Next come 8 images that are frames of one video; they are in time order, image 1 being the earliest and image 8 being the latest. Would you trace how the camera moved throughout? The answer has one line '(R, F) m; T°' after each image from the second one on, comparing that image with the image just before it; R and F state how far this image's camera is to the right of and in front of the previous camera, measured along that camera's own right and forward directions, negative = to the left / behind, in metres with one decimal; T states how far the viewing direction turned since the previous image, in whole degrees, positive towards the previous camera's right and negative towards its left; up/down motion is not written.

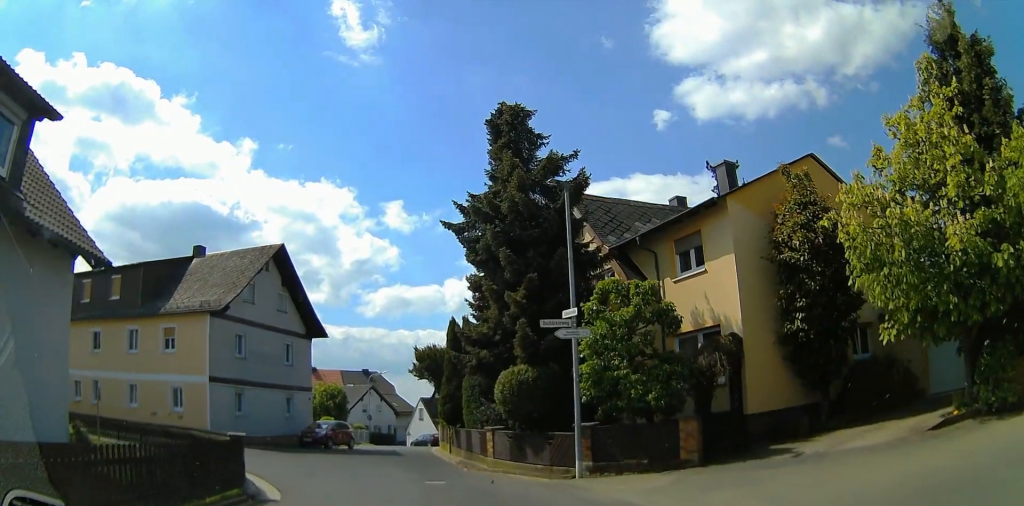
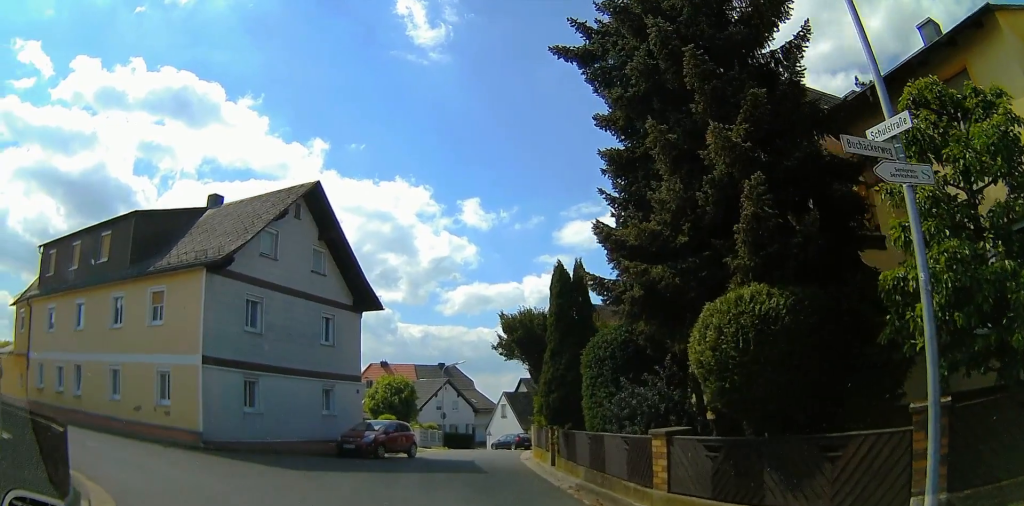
(-0.9, +7.6) m; -14°
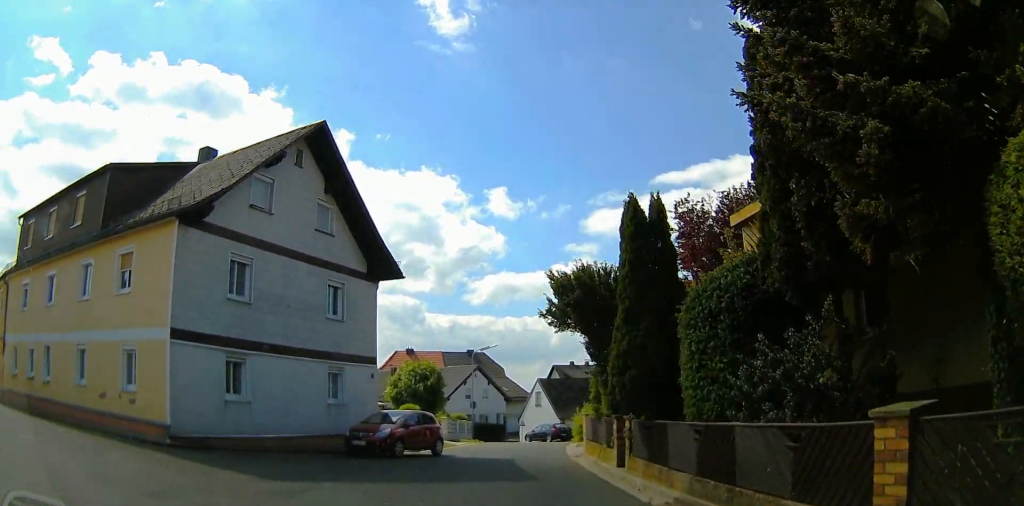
(-0.1, +3.7) m; -2°
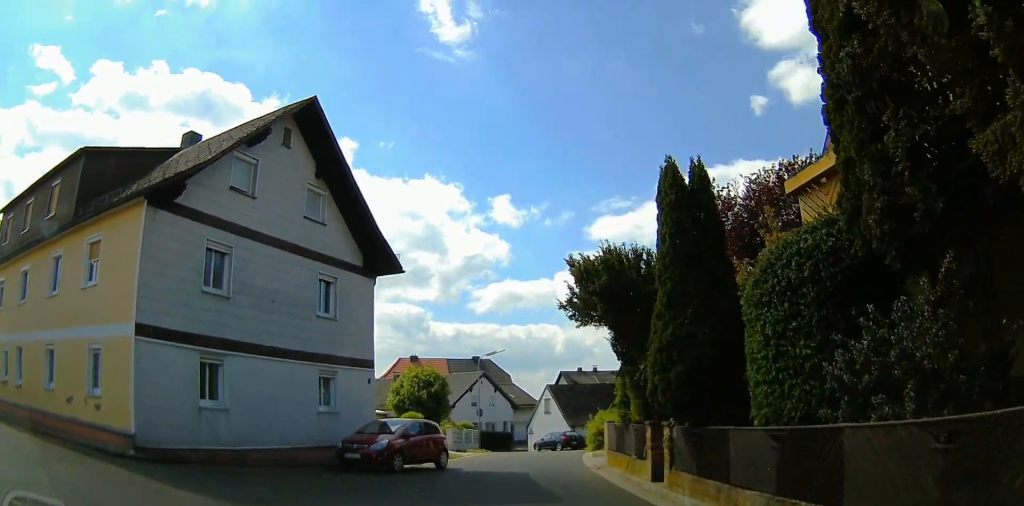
(0.0, +1.9) m; 0°
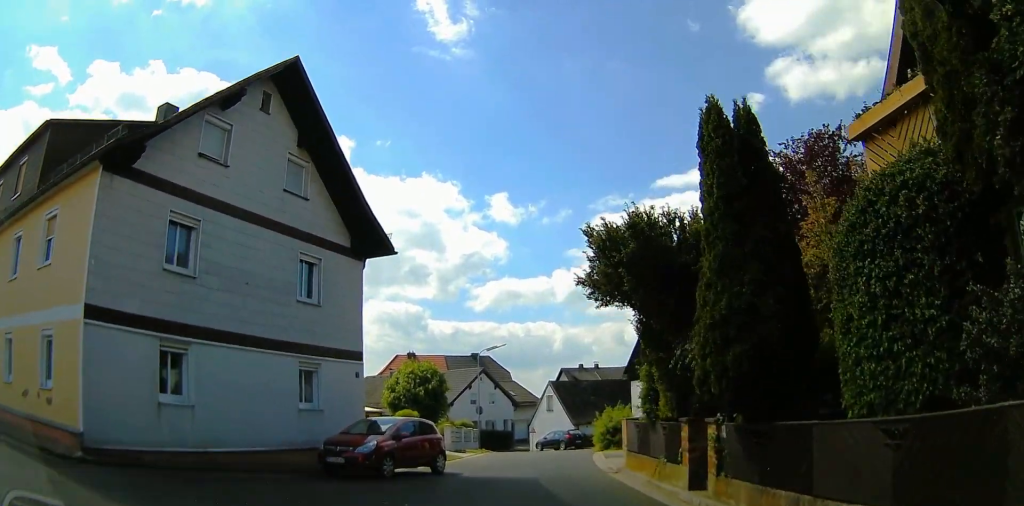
(0.0, +2.0) m; +2°
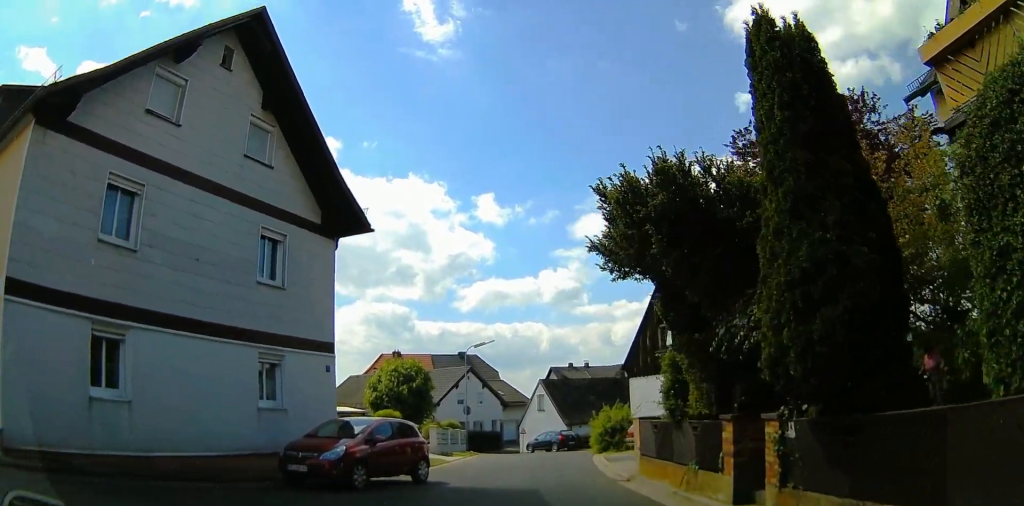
(-0.1, +2.2) m; +7°
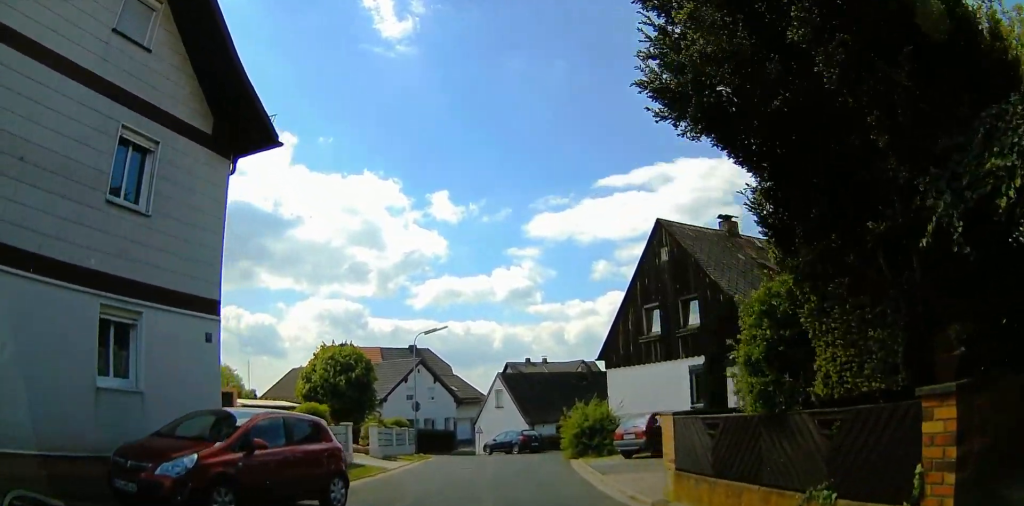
(+0.6, +4.1) m; +7°
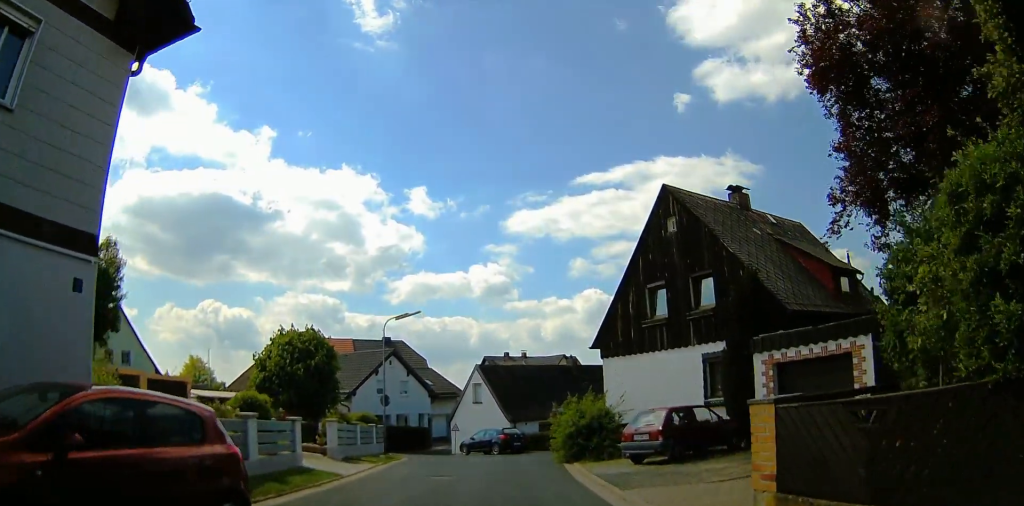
(+0.2, +2.8) m; 0°
